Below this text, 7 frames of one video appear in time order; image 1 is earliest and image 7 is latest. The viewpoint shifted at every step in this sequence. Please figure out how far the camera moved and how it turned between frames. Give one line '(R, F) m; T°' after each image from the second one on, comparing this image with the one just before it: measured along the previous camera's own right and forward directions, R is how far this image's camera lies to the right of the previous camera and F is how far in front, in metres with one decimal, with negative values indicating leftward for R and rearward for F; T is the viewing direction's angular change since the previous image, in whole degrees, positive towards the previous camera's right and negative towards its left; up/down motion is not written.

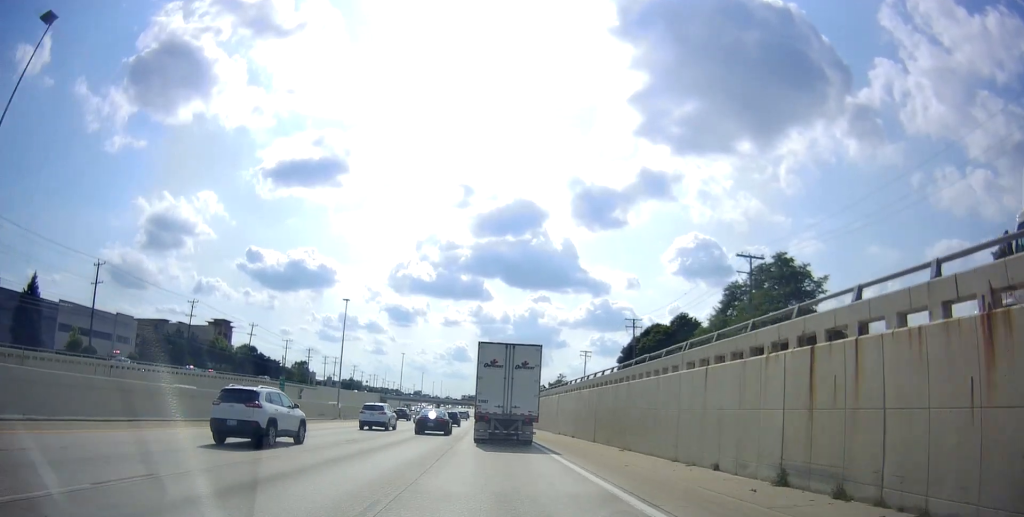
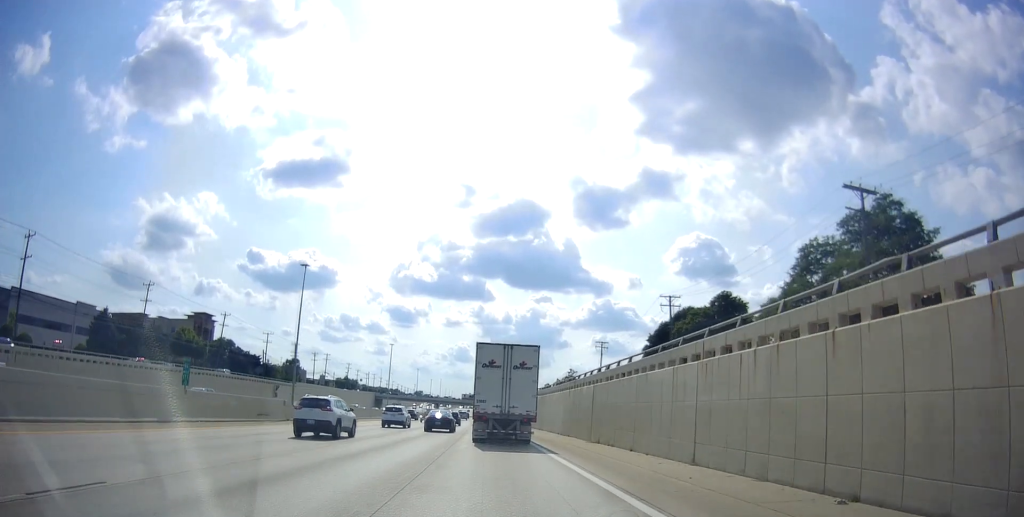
(0.0, +16.7) m; 0°
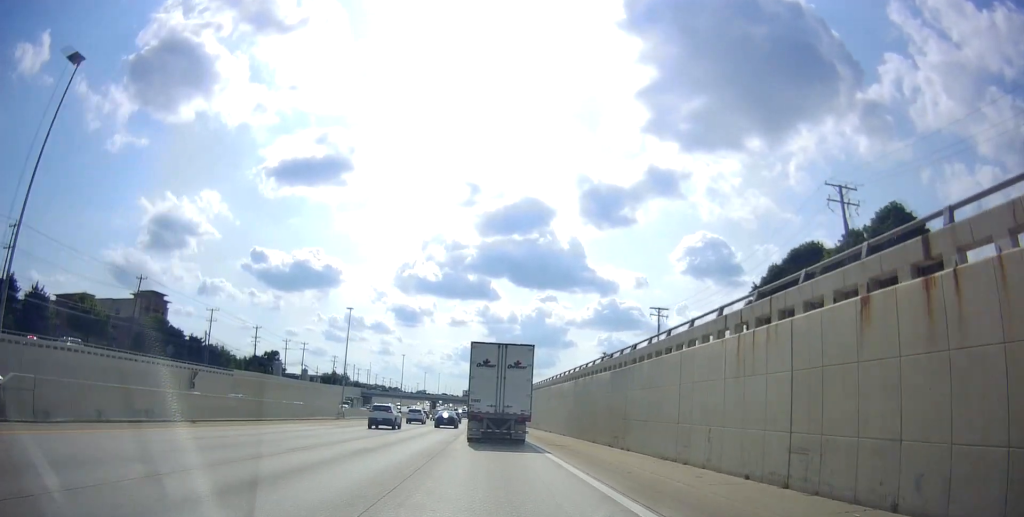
(0.0, +35.7) m; 0°
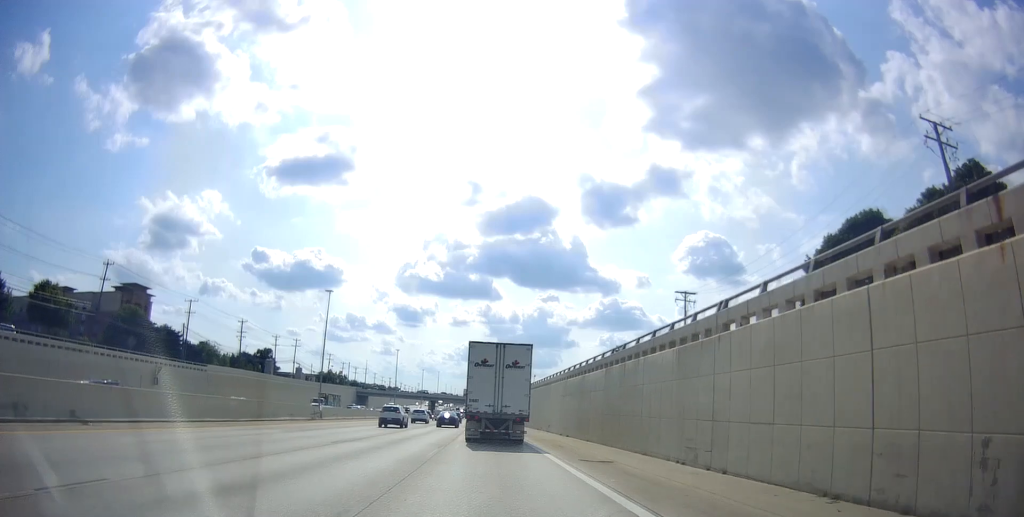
(0.0, +10.2) m; -1°
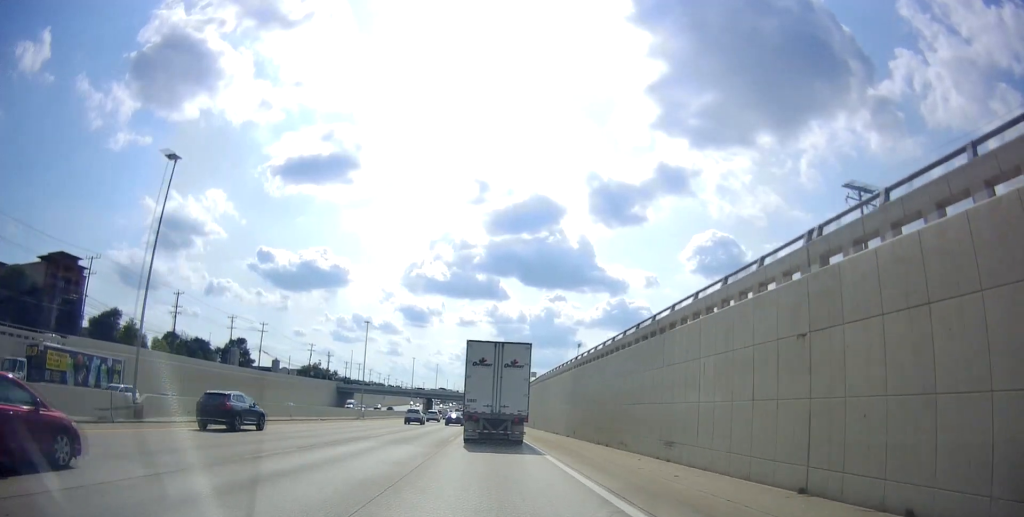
(-0.6, +34.7) m; +1°
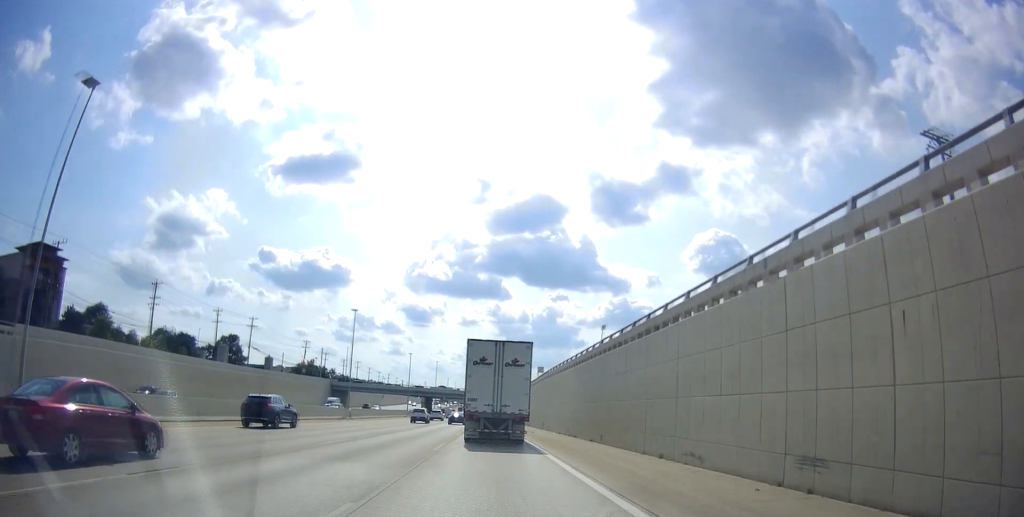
(+0.4, +8.9) m; 0°
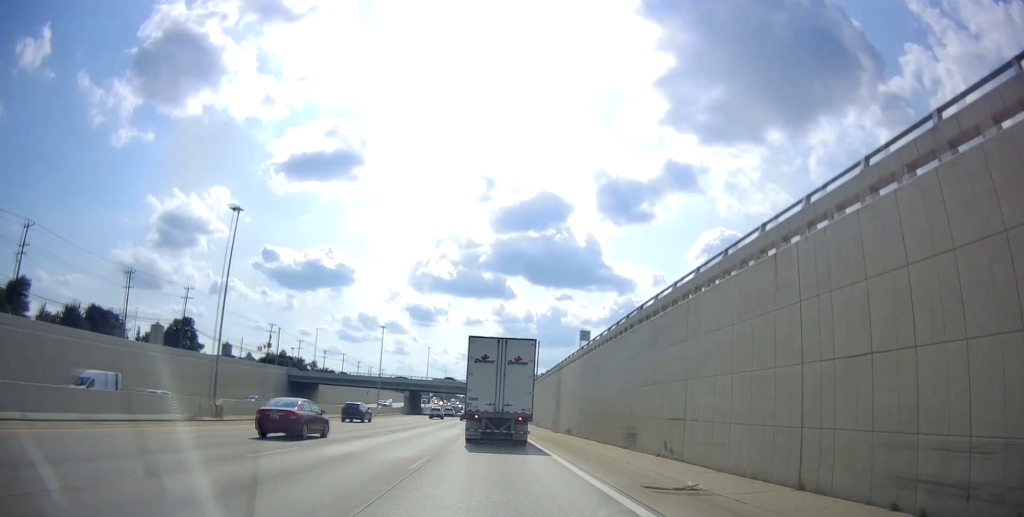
(-0.5, +36.9) m; -2°
